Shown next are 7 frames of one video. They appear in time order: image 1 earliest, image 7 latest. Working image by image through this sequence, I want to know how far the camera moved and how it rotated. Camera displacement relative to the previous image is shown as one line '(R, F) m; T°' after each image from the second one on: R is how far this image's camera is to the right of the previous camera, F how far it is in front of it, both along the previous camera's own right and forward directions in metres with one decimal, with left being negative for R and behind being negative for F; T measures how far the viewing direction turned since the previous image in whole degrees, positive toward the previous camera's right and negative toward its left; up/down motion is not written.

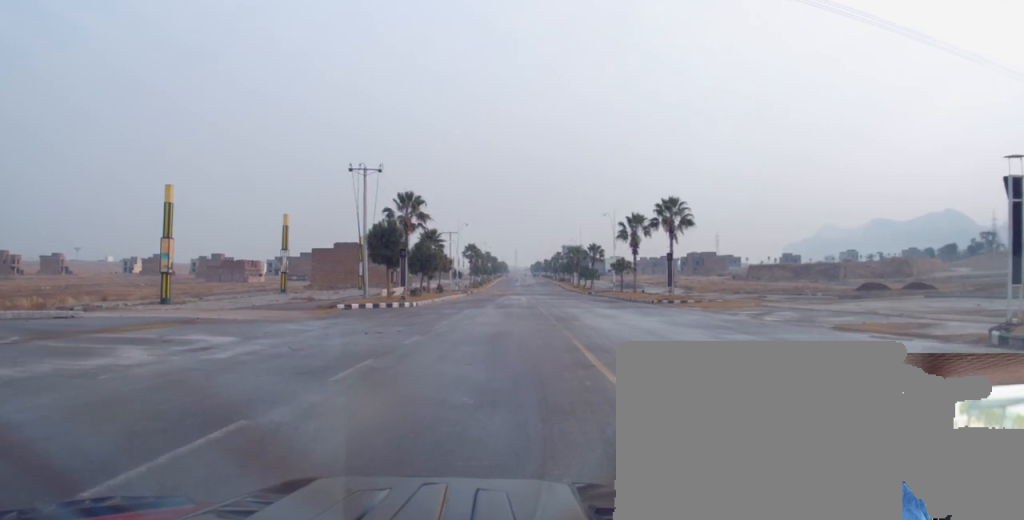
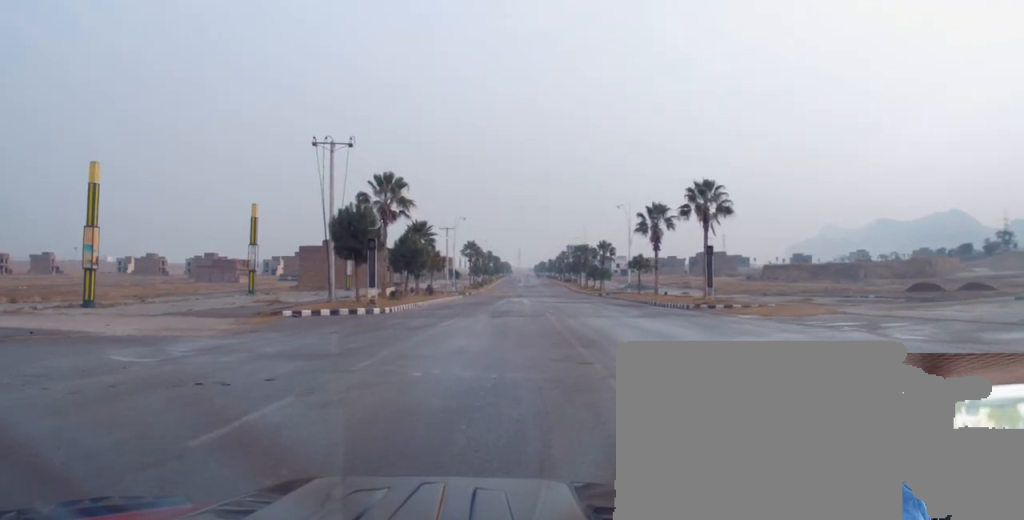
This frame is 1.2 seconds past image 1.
(0.0, +10.5) m; +1°
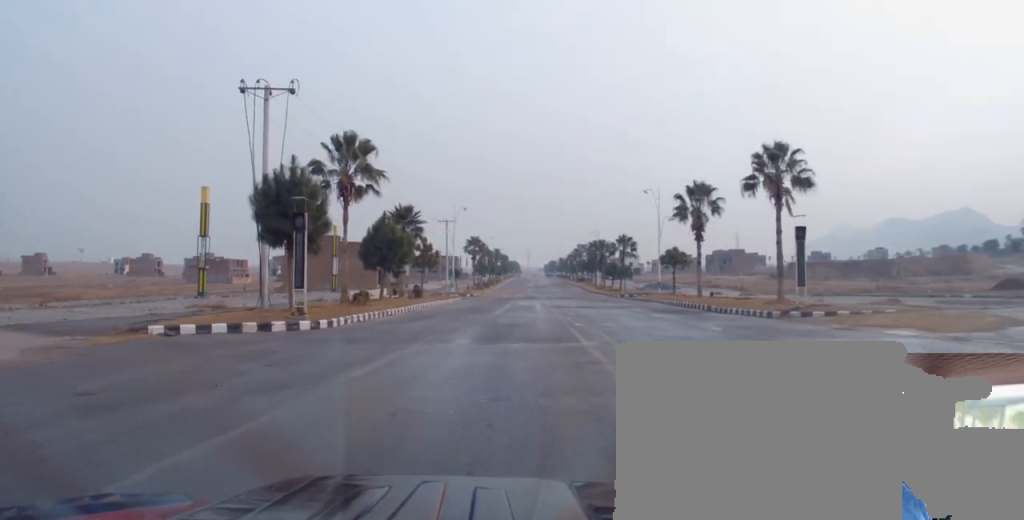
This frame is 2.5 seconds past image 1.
(+0.2, +13.0) m; -1°
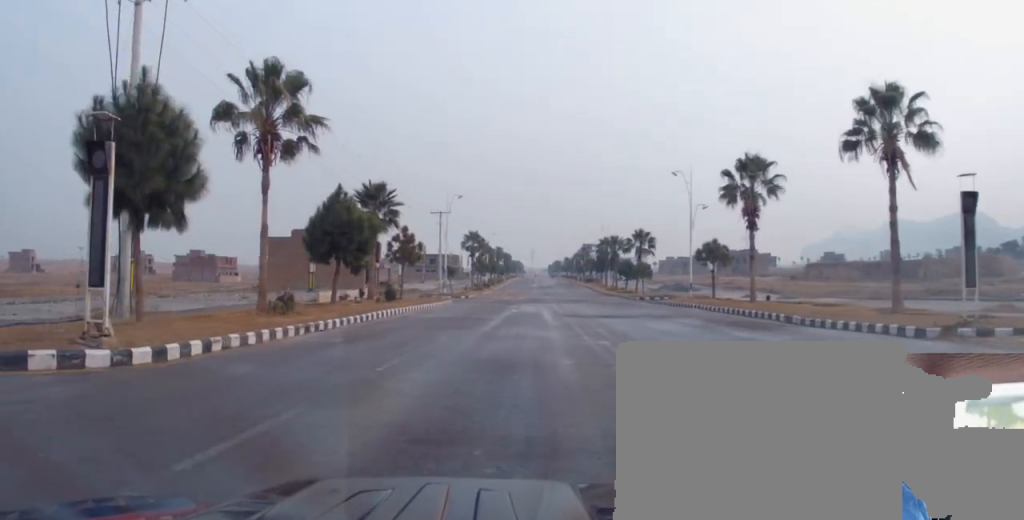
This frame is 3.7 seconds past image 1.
(-0.5, +12.1) m; -3°
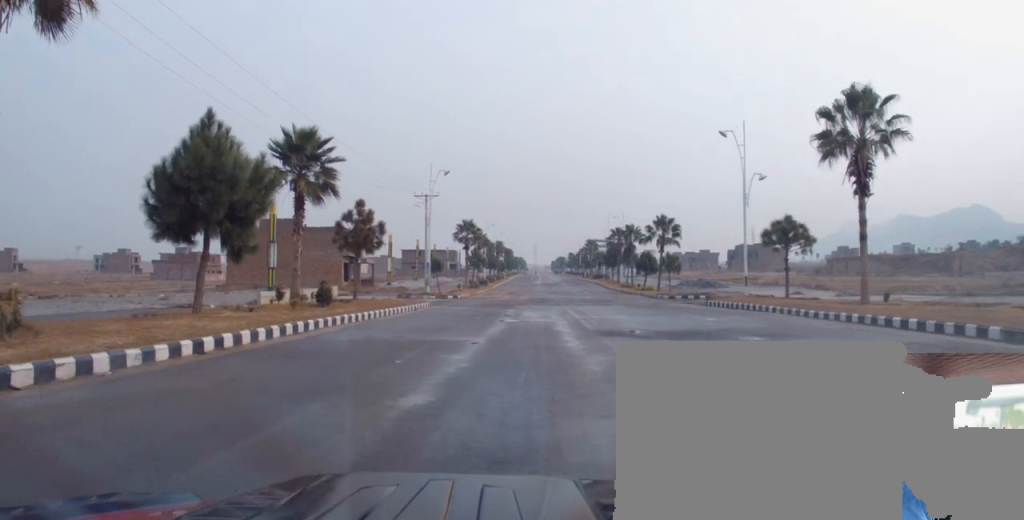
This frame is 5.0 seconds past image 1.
(+0.1, +13.8) m; +2°
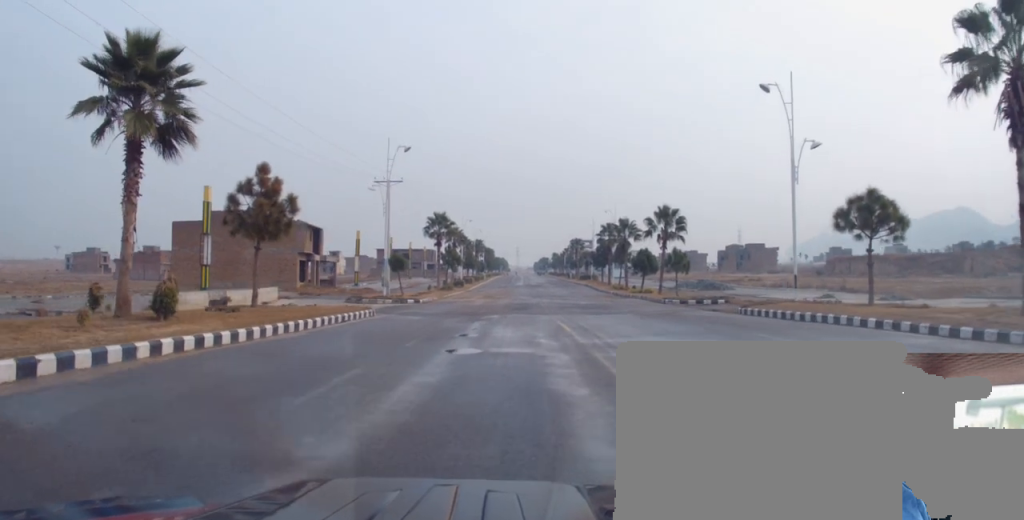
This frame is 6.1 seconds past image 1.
(+0.3, +11.2) m; +2°
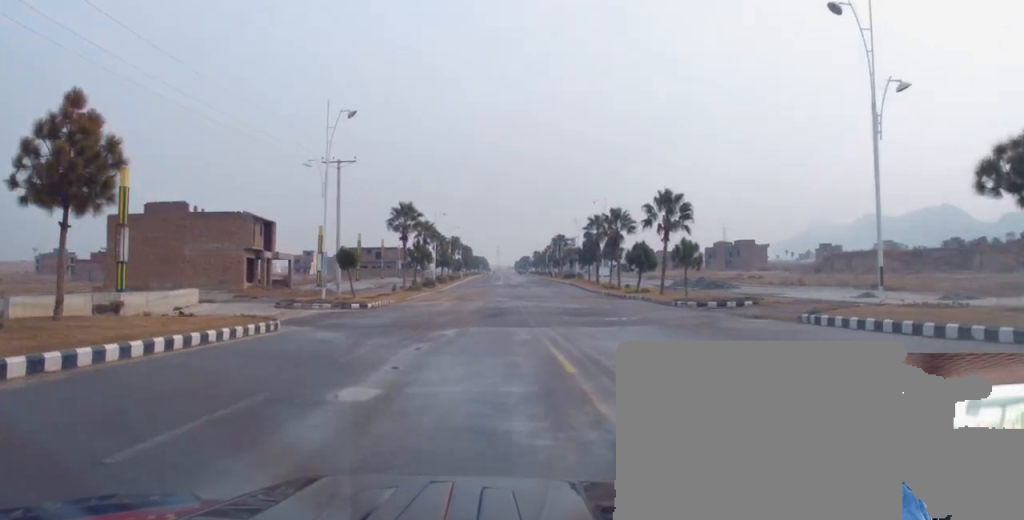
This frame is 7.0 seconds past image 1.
(+0.2, +9.8) m; +1°
